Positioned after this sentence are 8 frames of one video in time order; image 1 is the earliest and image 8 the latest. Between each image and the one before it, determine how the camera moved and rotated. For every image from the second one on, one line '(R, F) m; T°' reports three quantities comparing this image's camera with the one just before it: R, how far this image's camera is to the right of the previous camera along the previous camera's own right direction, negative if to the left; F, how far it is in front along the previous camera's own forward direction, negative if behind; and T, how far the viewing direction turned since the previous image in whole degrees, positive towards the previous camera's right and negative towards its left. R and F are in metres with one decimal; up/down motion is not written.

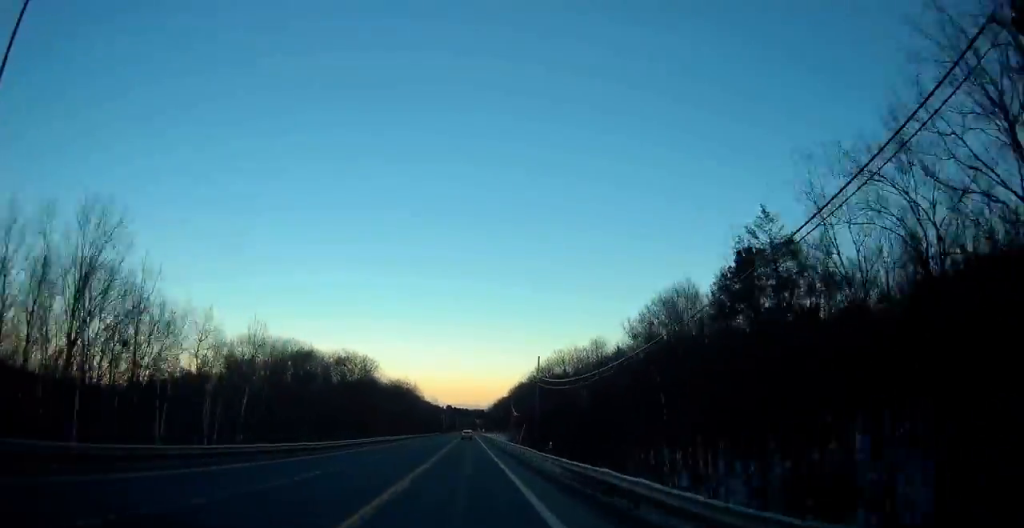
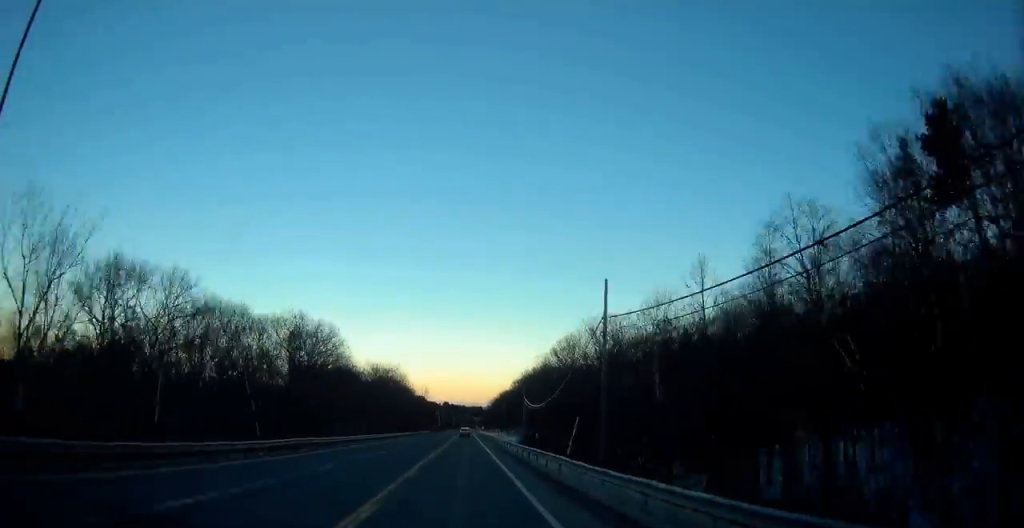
(-0.3, +31.4) m; 0°
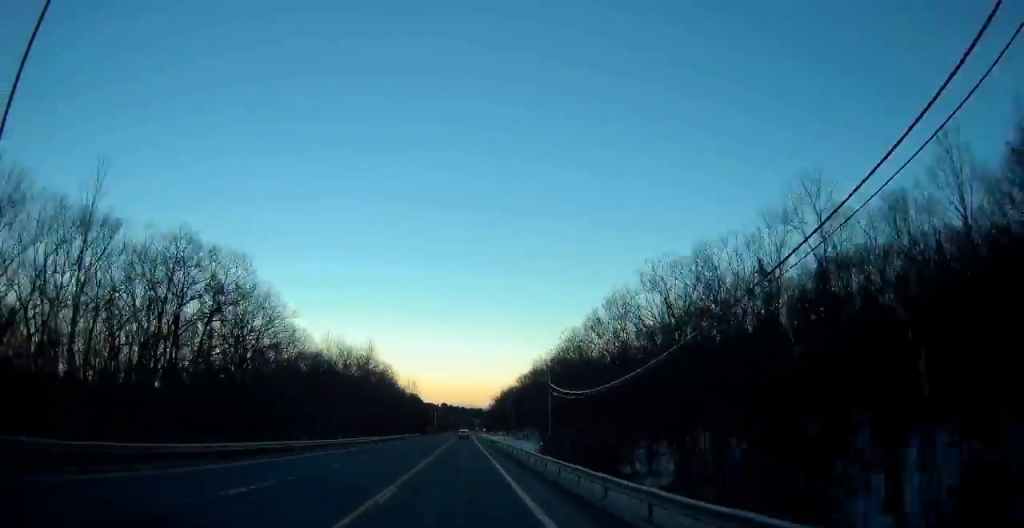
(+0.2, +31.3) m; 0°
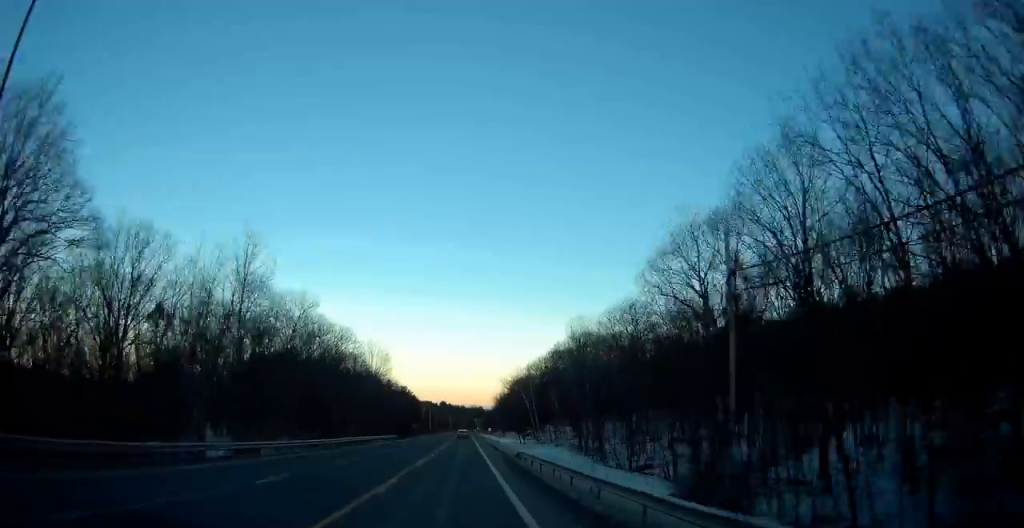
(+0.2, +46.1) m; 0°
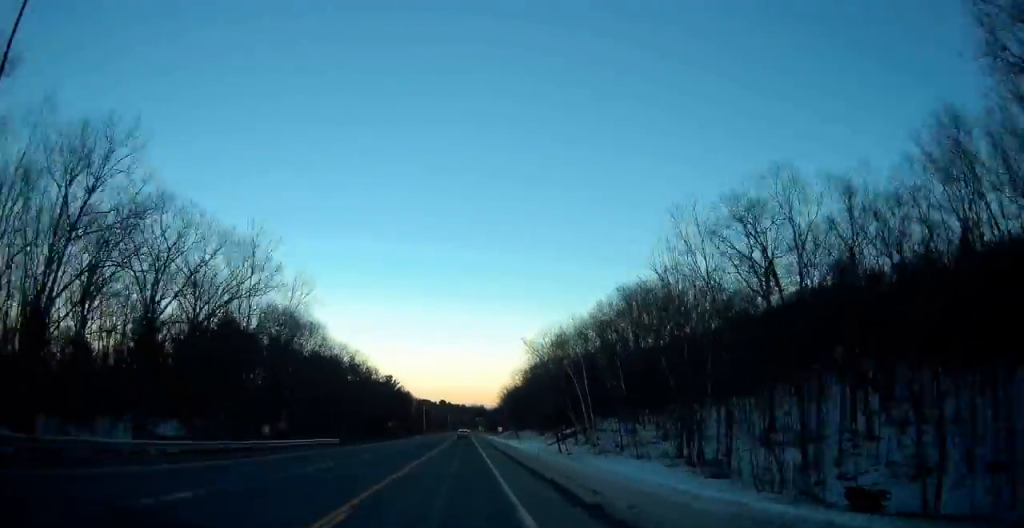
(-0.1, +42.8) m; 0°
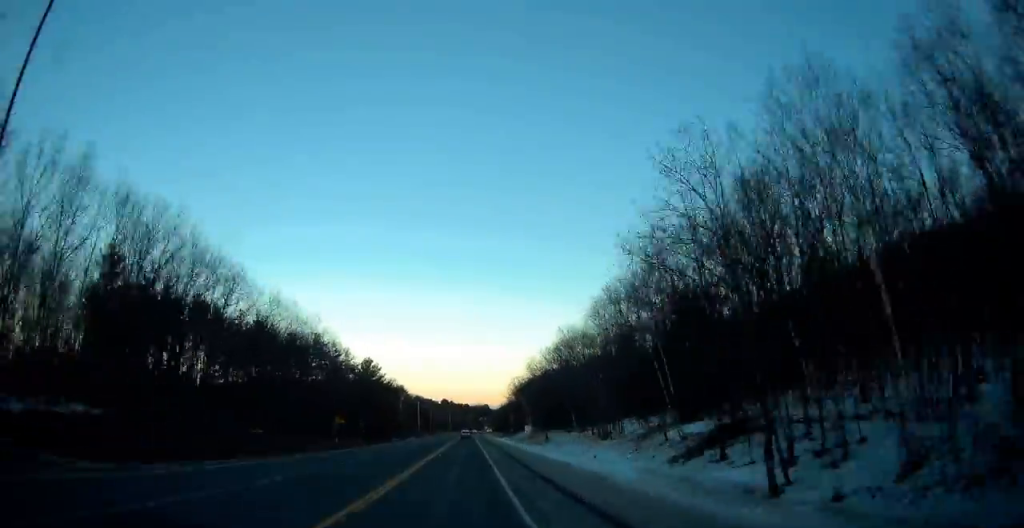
(-0.2, +41.2) m; 0°
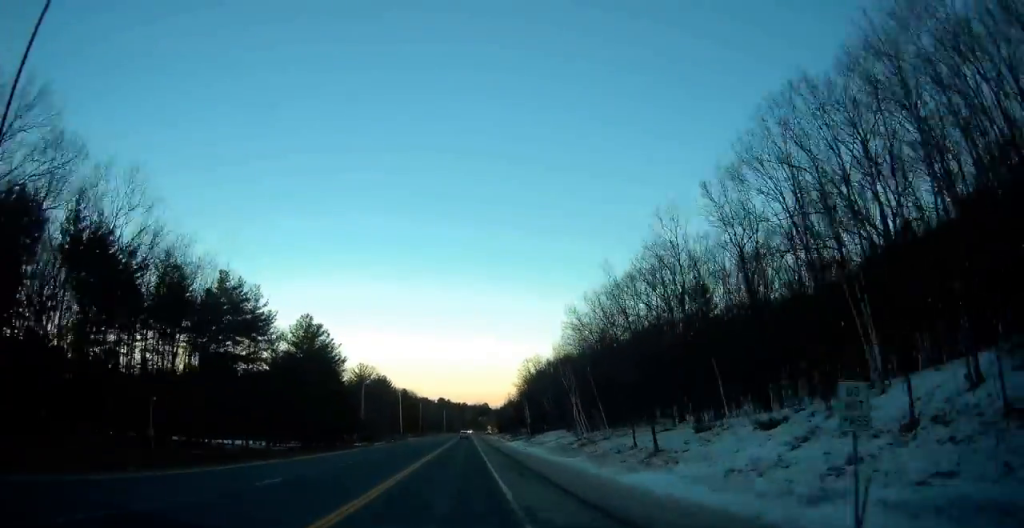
(+0.3, +48.0) m; 0°
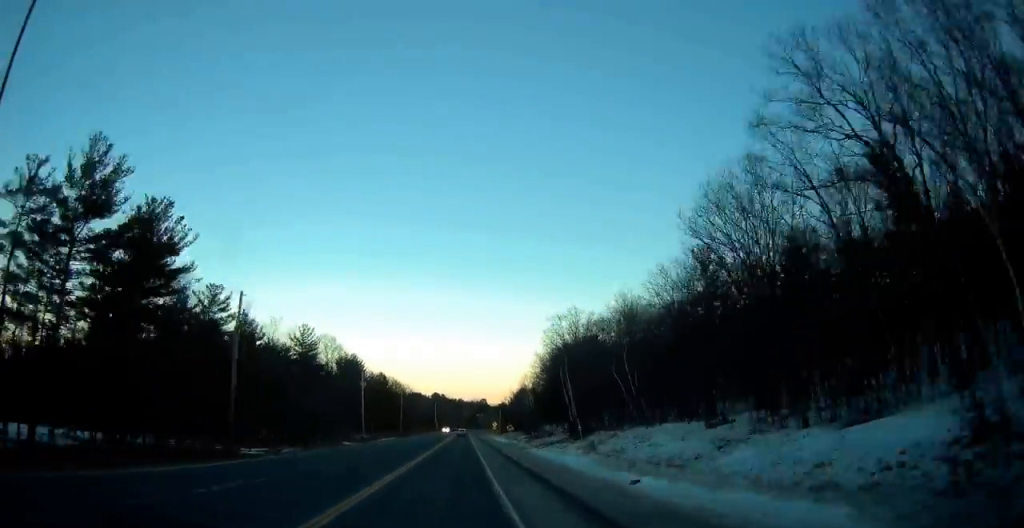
(0.0, +51.7) m; 0°
